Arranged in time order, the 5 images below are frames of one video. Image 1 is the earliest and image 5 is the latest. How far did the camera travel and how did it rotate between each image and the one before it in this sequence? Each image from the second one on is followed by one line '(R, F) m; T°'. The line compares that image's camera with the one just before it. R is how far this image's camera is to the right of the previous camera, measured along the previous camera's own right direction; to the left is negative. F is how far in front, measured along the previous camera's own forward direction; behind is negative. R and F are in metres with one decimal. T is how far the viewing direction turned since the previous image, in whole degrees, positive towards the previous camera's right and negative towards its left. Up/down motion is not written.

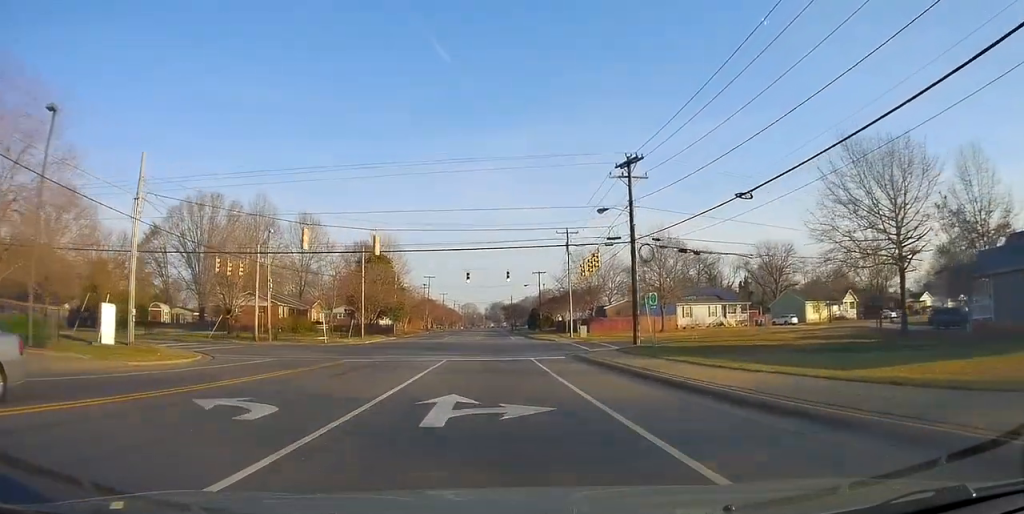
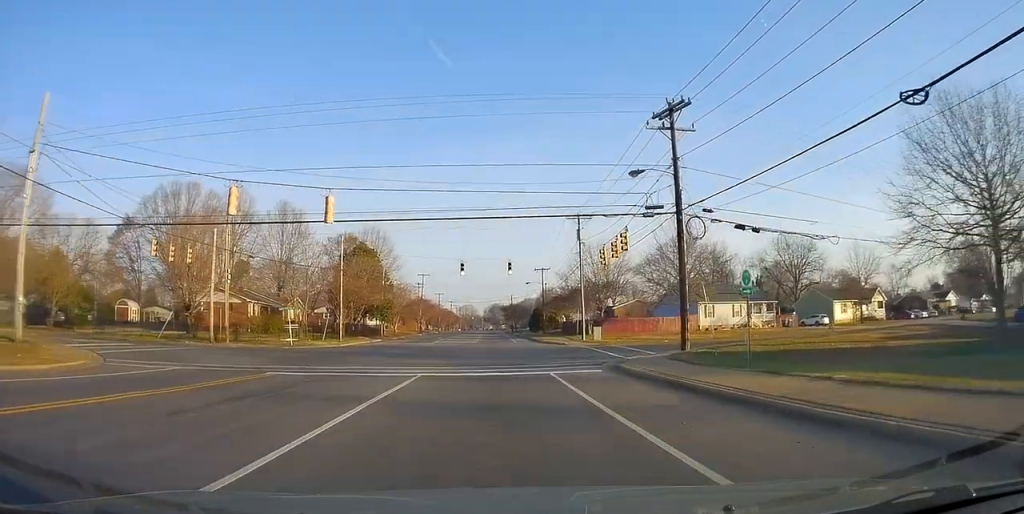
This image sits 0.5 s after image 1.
(+0.1, +9.1) m; +1°
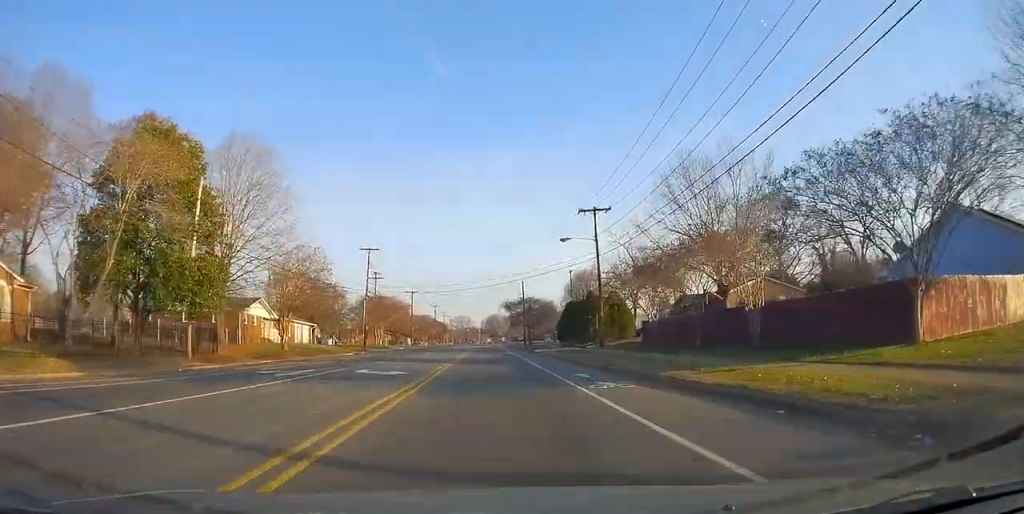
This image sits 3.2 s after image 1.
(0.0, +51.0) m; 0°
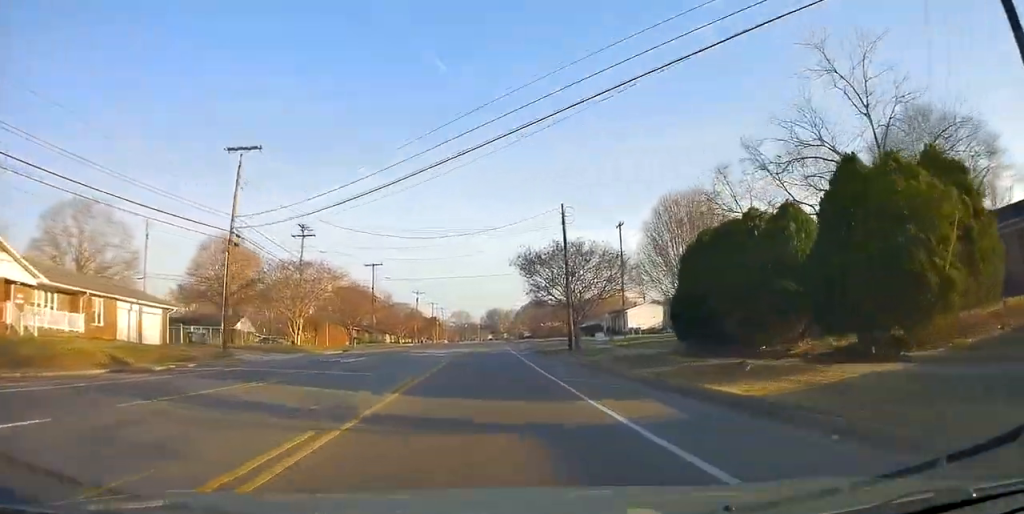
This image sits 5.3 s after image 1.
(-1.2, +37.8) m; -2°
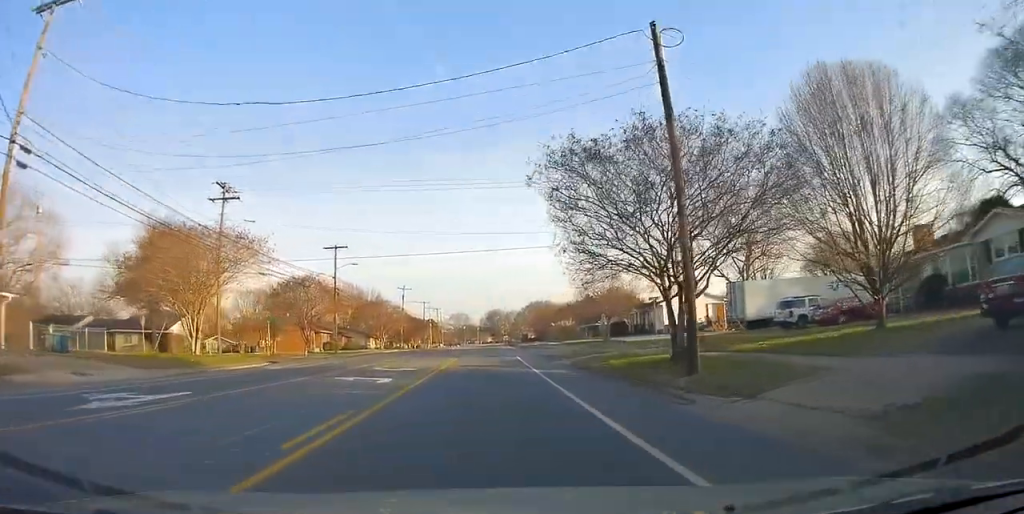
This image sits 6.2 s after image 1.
(+0.3, +18.1) m; +2°
